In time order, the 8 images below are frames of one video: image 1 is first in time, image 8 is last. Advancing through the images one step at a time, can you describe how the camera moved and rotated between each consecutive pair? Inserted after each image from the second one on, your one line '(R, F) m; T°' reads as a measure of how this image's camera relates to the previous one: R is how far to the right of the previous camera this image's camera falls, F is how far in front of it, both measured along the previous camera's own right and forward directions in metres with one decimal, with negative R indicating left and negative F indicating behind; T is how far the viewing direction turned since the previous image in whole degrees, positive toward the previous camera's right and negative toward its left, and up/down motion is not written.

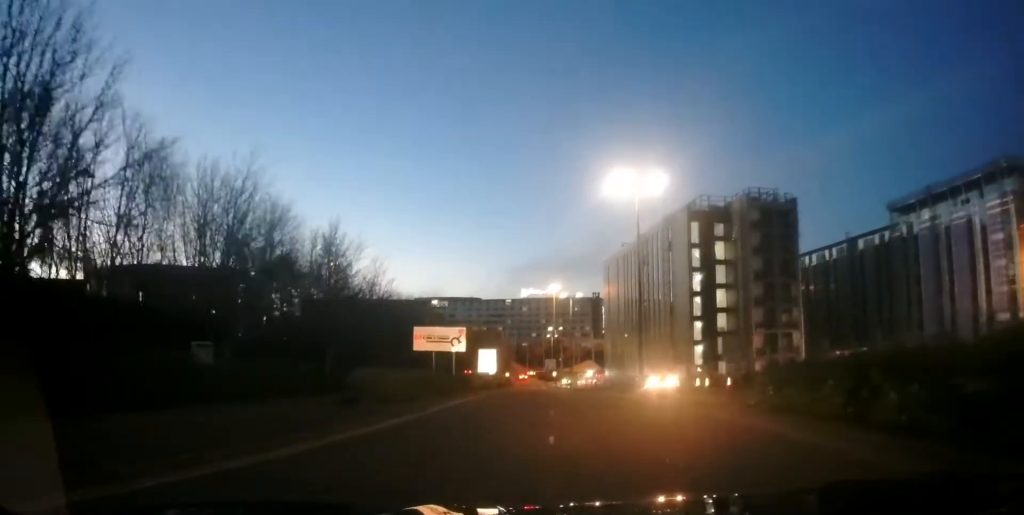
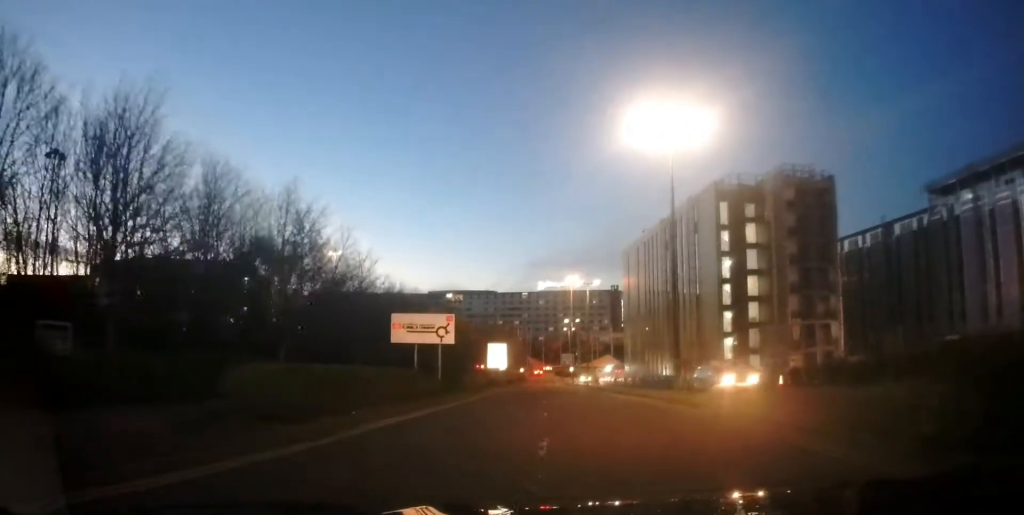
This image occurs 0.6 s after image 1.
(-0.4, +6.6) m; -2°
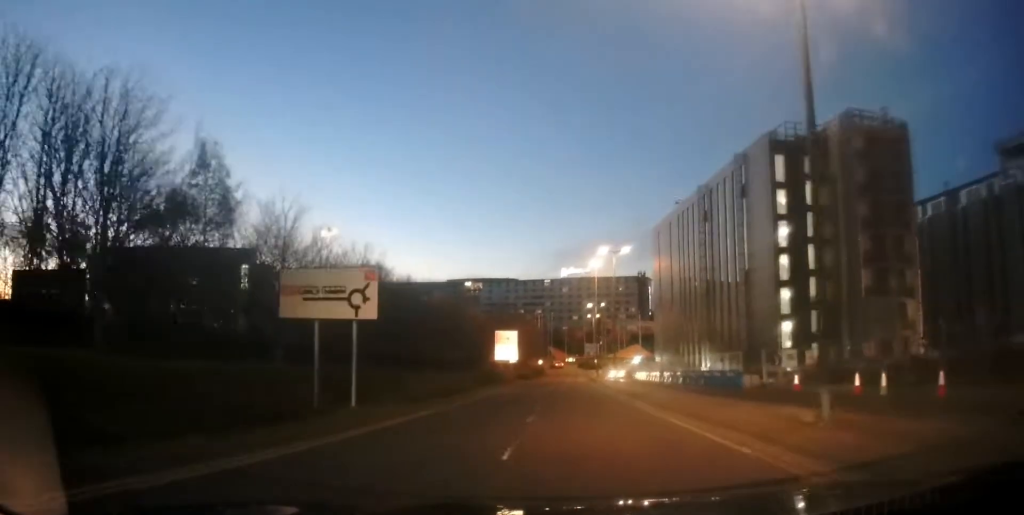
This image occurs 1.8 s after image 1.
(-0.4, +12.8) m; -3°
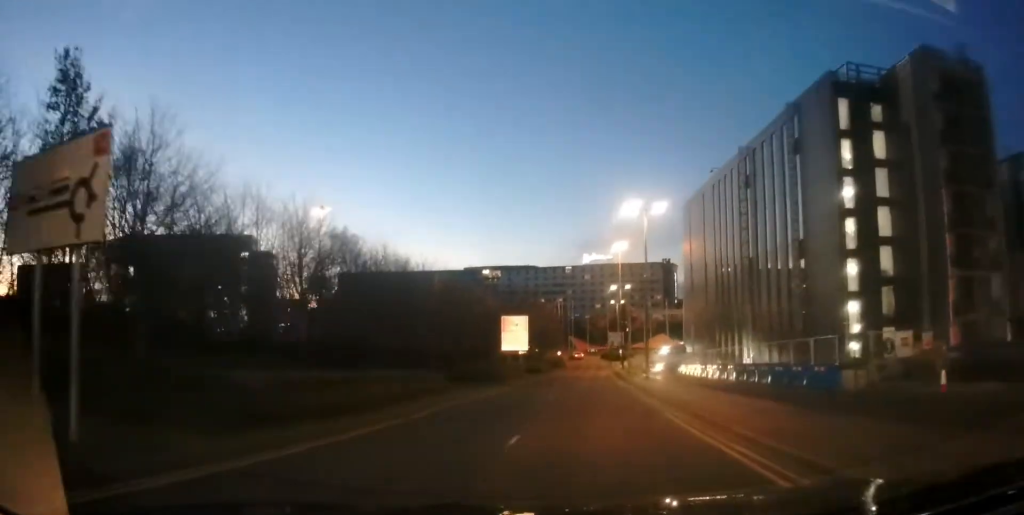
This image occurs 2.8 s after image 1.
(-0.3, +10.6) m; -2°
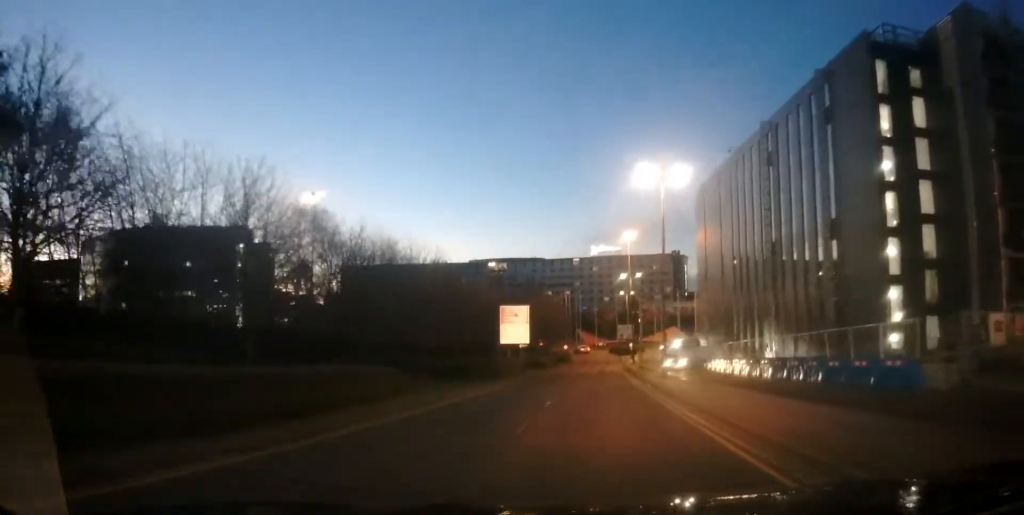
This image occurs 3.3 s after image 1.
(0.0, +5.5) m; 0°
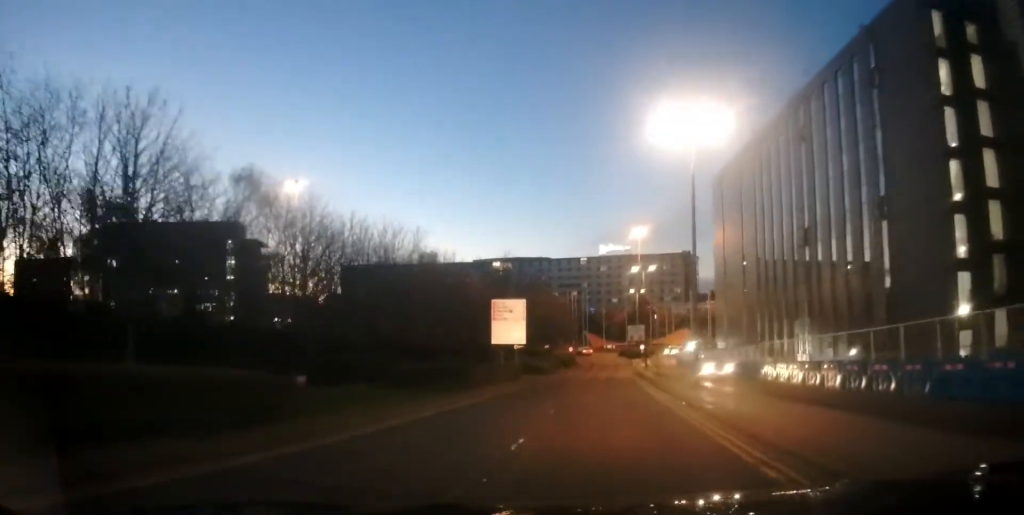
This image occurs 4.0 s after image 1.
(0.0, +7.4) m; 0°
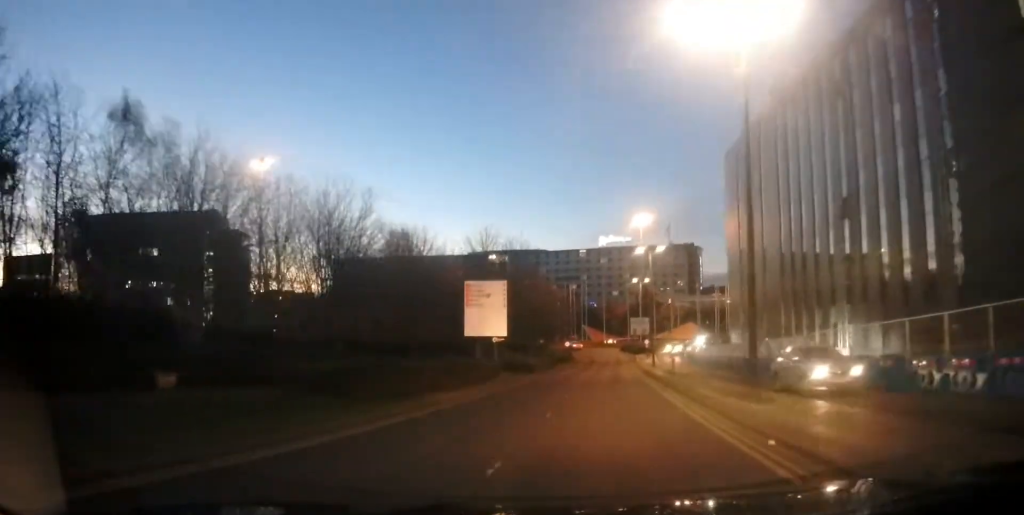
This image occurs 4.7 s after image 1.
(0.0, +8.5) m; 0°
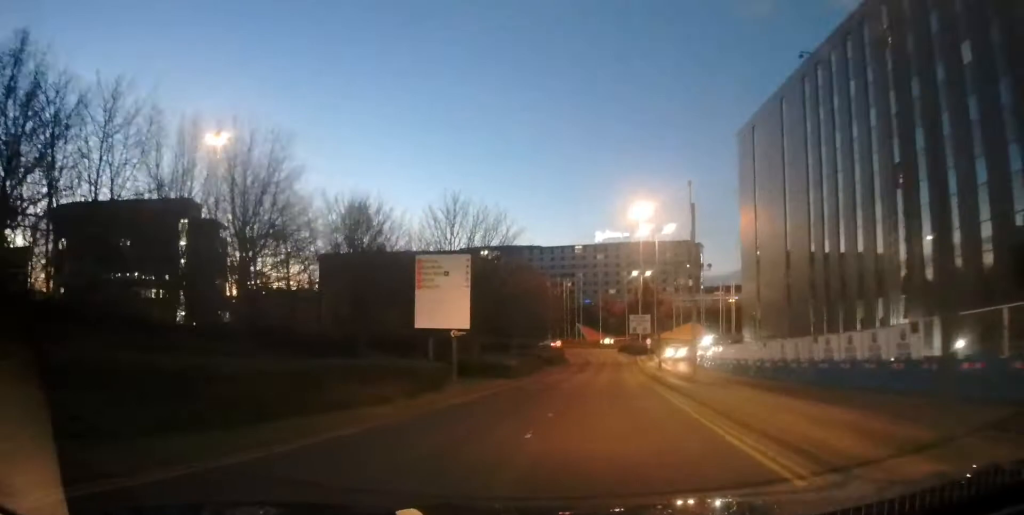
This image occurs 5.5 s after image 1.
(0.0, +8.6) m; 0°
